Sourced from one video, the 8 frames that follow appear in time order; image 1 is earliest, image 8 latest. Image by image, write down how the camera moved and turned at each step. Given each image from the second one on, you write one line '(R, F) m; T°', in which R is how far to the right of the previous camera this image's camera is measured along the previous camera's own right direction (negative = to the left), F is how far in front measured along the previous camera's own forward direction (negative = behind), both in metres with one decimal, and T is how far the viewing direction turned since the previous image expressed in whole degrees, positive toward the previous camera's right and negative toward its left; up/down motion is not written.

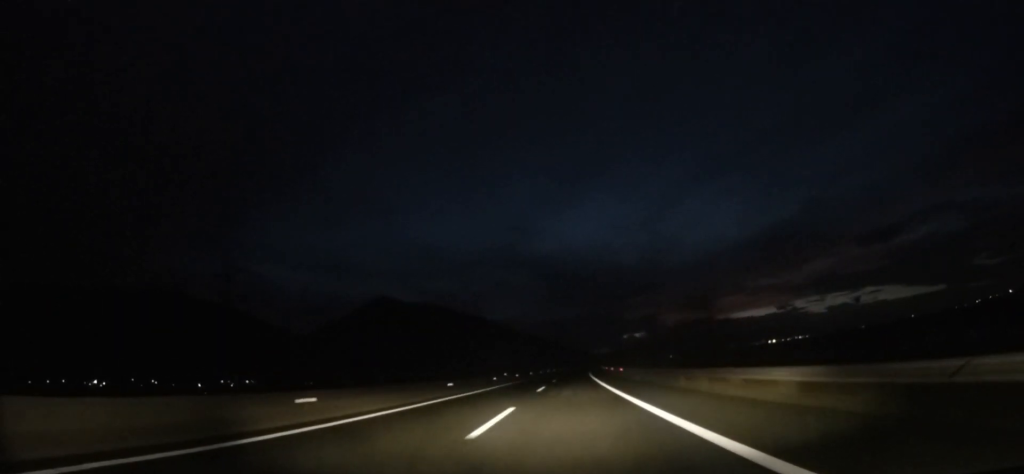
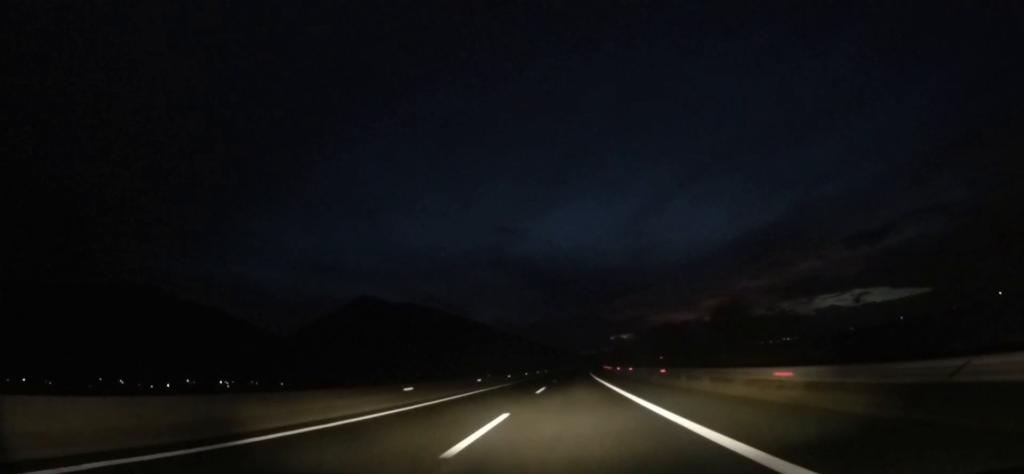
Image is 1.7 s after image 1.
(+0.8, +58.9) m; +2°
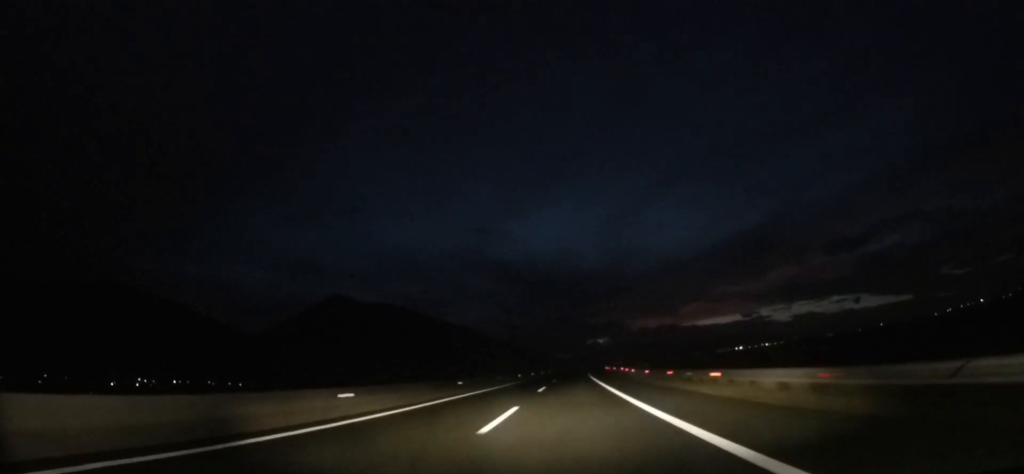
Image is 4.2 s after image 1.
(+2.3, +88.3) m; +2°
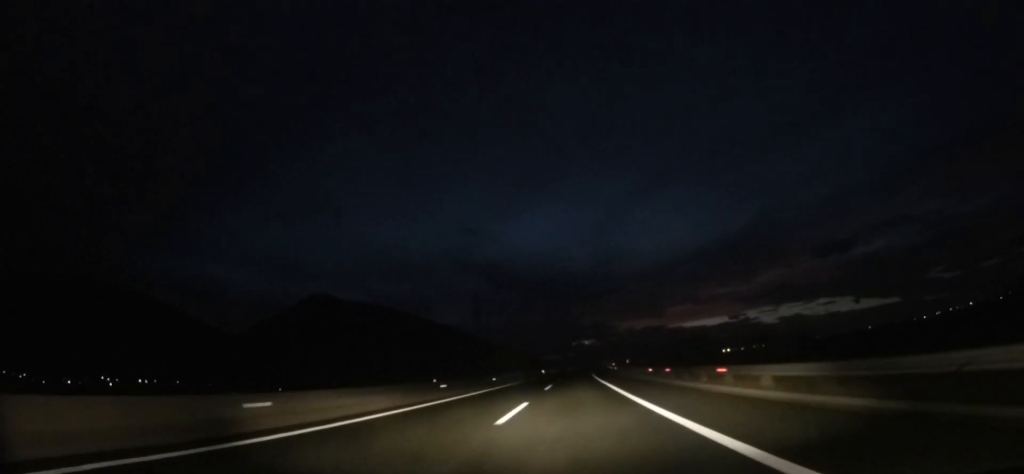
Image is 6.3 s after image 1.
(+0.9, +68.4) m; +2°
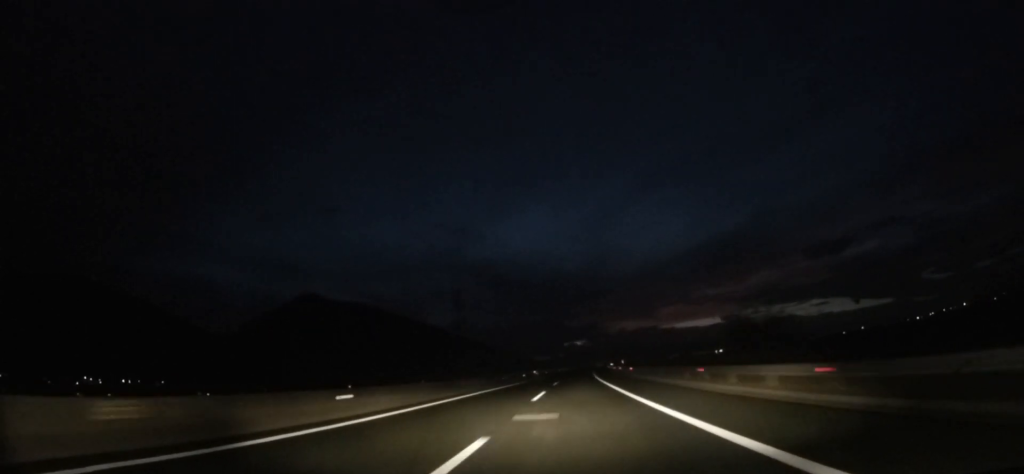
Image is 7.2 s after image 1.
(+0.6, +26.9) m; +1°
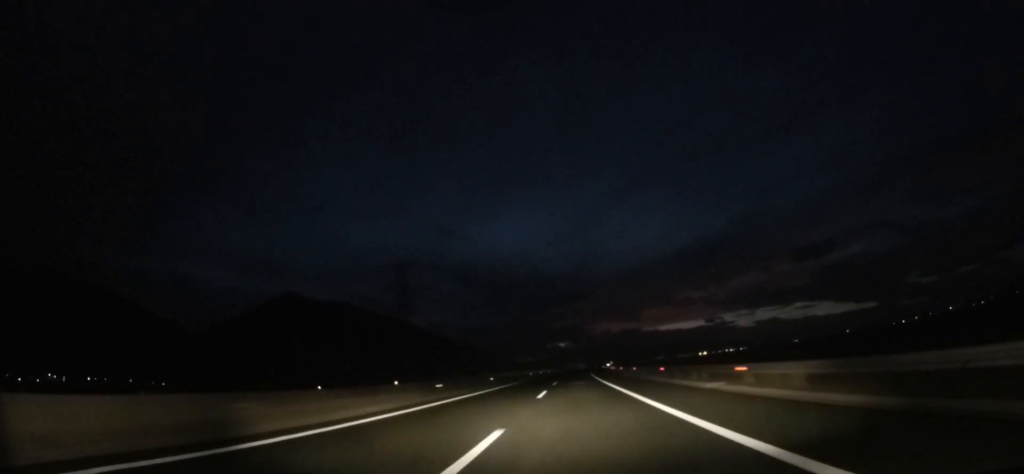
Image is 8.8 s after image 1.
(+0.4, +50.7) m; +1°
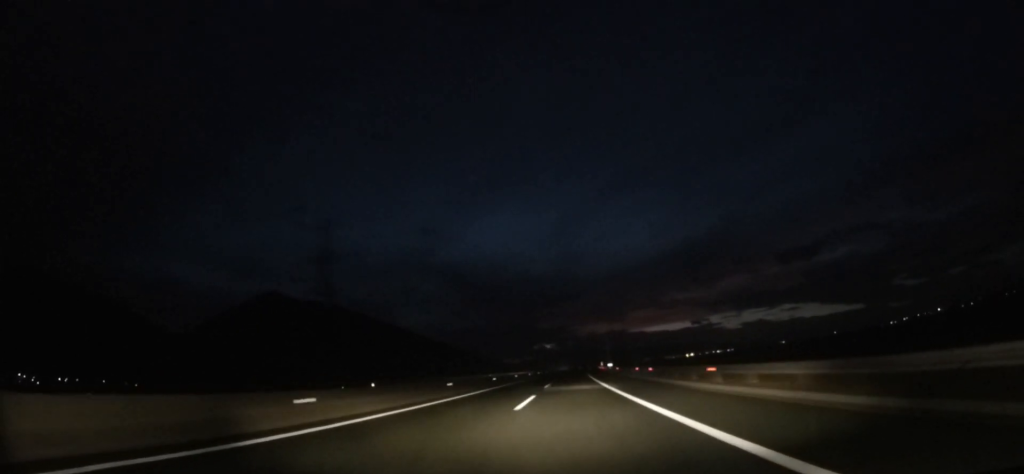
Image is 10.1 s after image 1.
(+0.1, +42.6) m; +1°
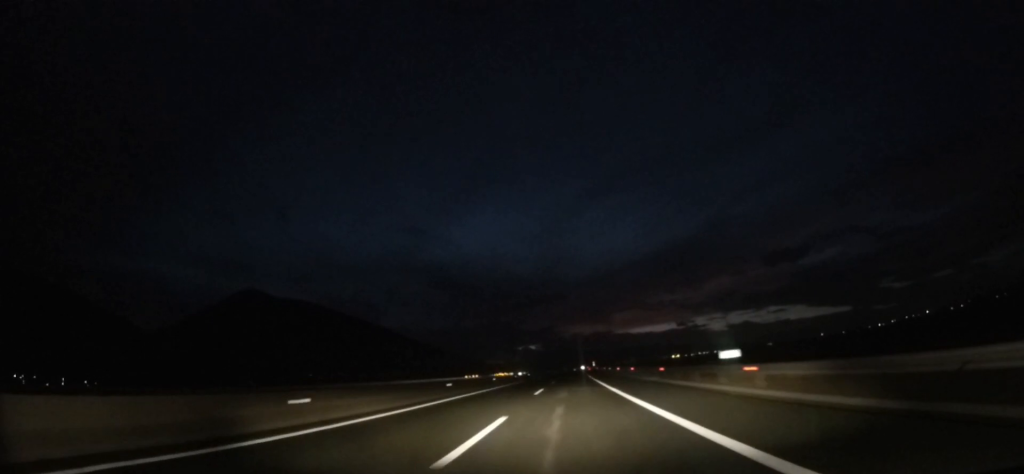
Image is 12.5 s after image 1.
(+2.1, +80.5) m; +3°
